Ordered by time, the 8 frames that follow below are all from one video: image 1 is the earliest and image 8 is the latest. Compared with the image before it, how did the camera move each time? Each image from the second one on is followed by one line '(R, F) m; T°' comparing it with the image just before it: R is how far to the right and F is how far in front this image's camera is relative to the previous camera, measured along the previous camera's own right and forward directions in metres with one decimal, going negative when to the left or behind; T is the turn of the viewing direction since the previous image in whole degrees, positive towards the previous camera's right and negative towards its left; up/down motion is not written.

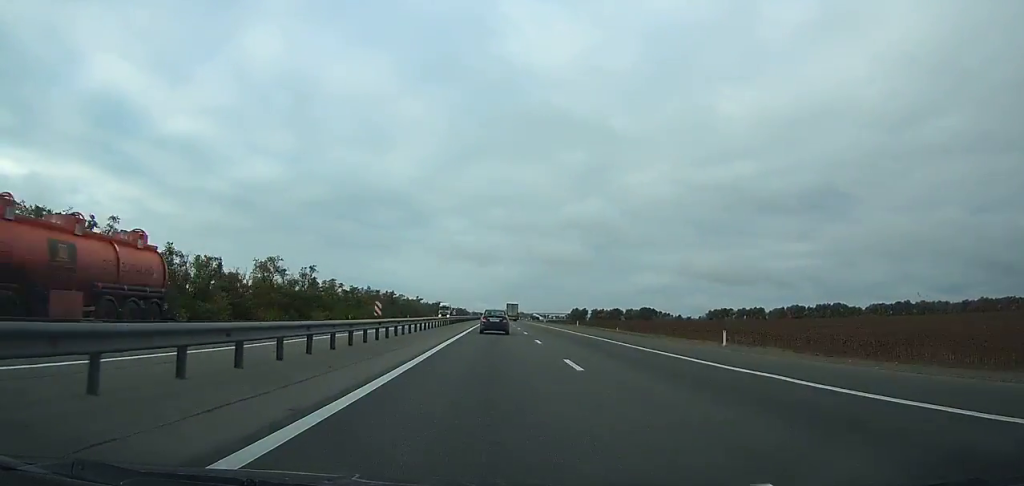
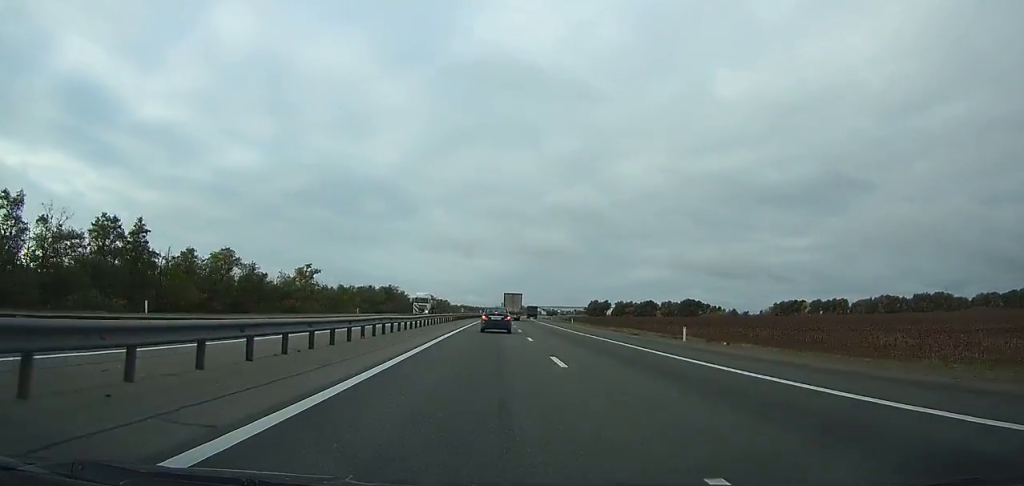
(+0.3, +141.3) m; +1°
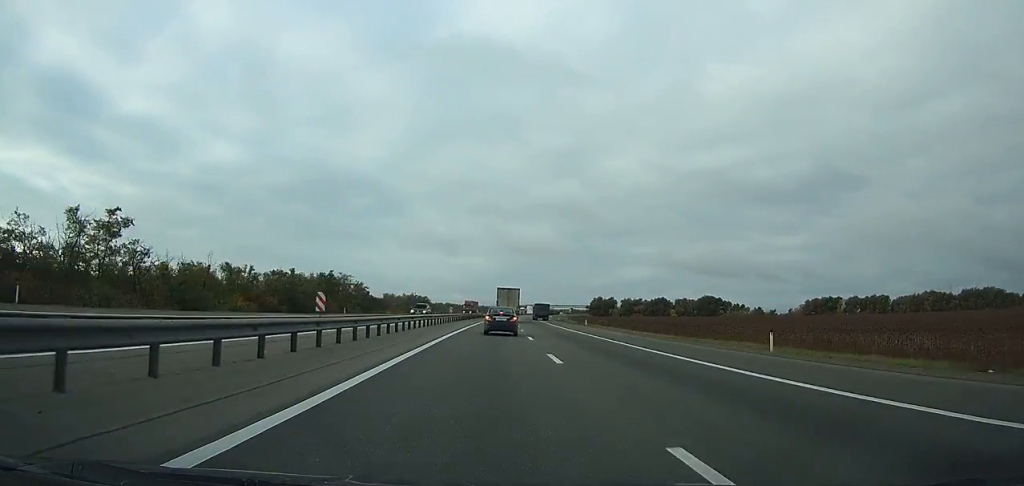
(-0.1, +59.9) m; +1°
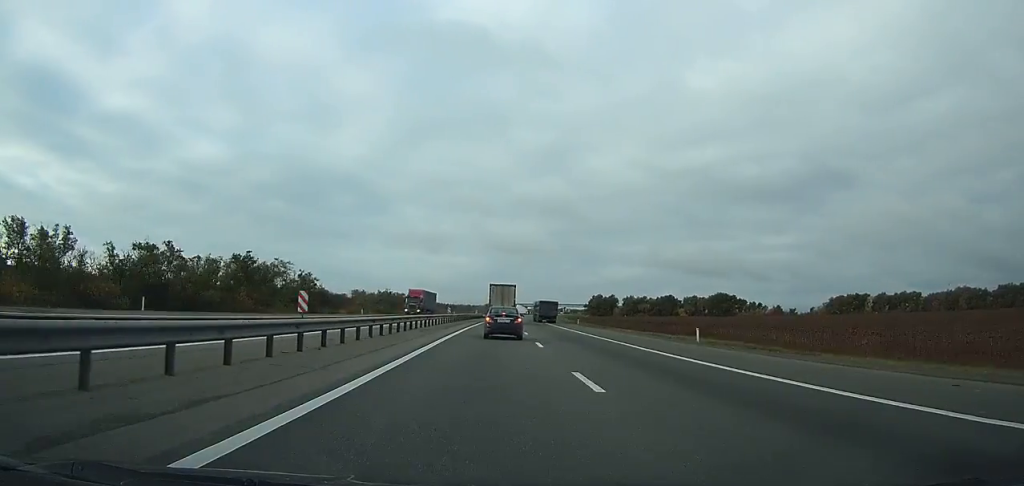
(+0.6, +42.9) m; +1°
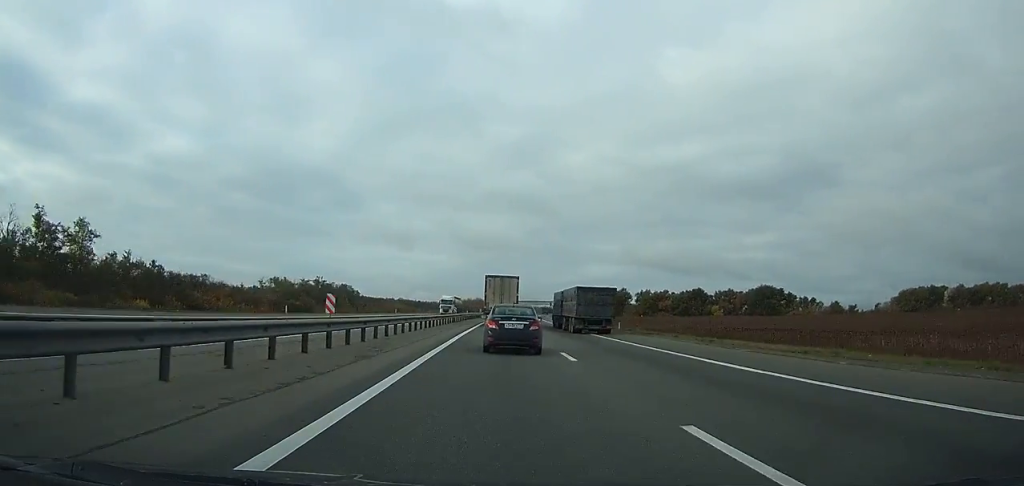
(+1.4, +81.3) m; +2°
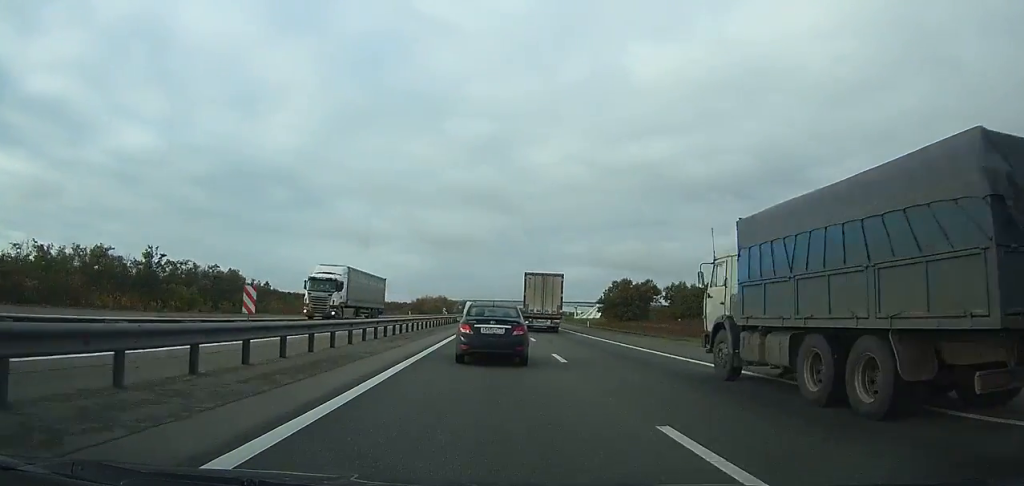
(+2.2, +88.8) m; +3°
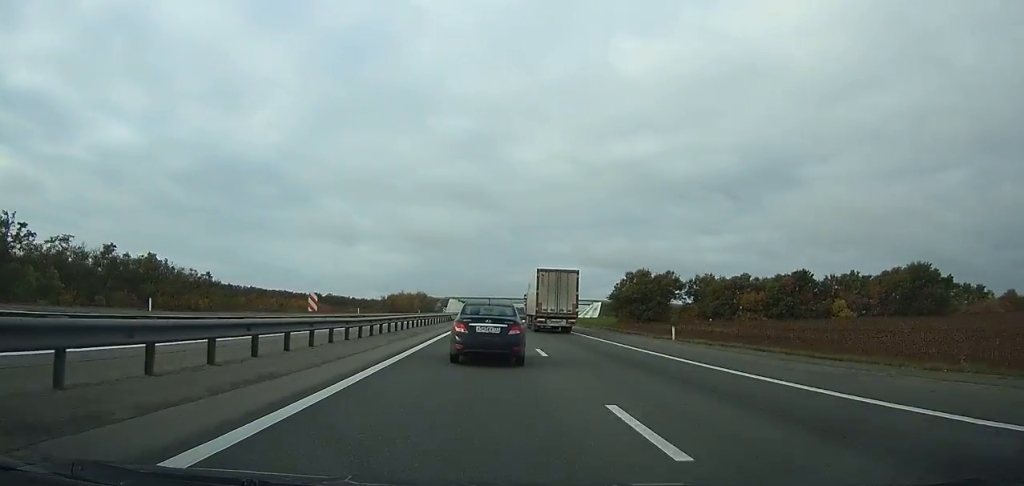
(+0.5, +34.9) m; +1°
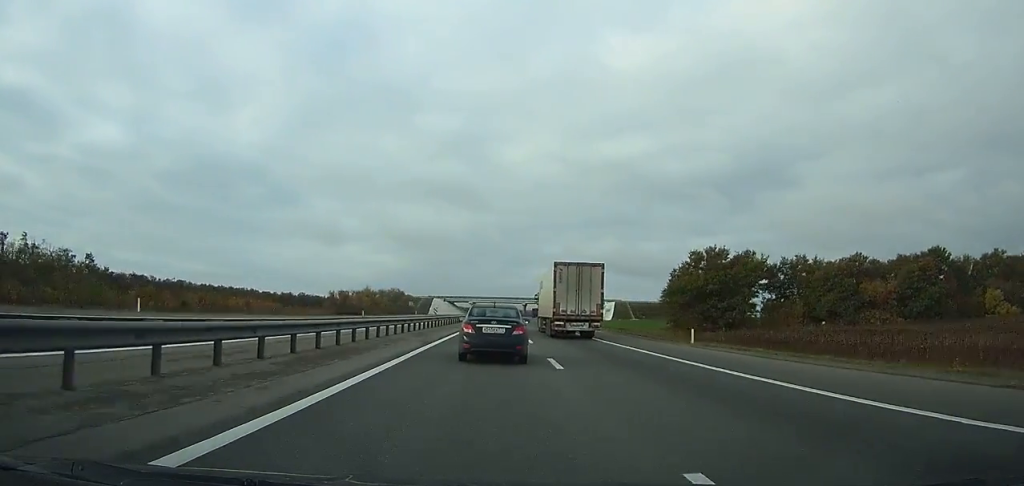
(+0.5, +51.0) m; +1°
